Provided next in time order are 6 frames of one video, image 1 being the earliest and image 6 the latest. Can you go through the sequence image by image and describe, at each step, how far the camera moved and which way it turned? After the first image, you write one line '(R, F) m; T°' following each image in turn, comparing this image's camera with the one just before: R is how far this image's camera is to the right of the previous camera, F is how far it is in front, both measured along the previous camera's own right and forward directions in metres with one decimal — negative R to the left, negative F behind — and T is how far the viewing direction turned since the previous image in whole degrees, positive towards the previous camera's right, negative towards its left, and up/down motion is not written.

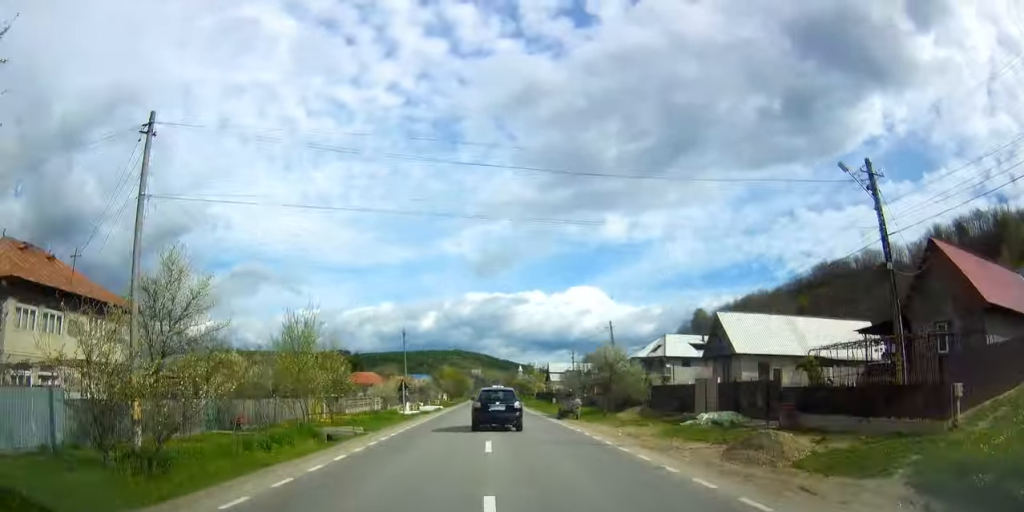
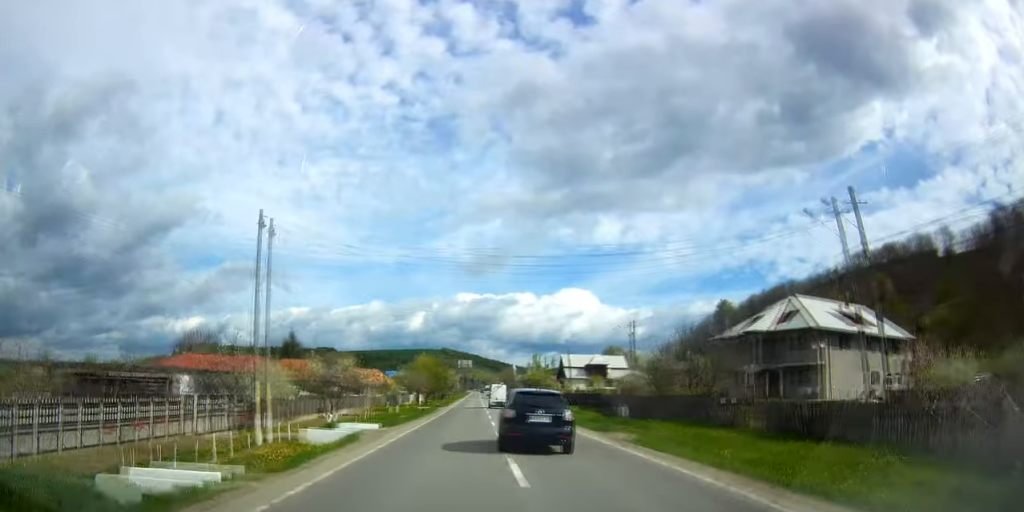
(+0.2, +38.9) m; +2°
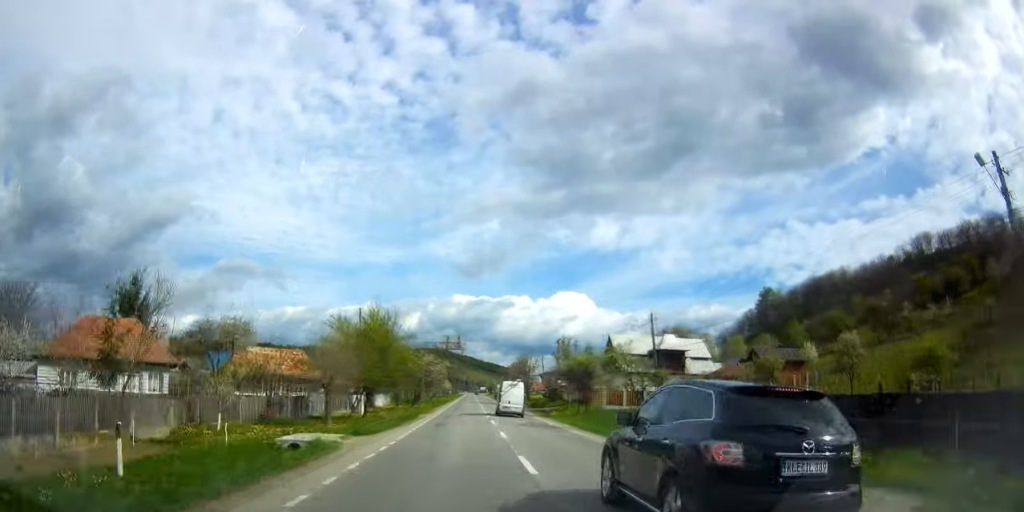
(0.0, +38.0) m; -2°
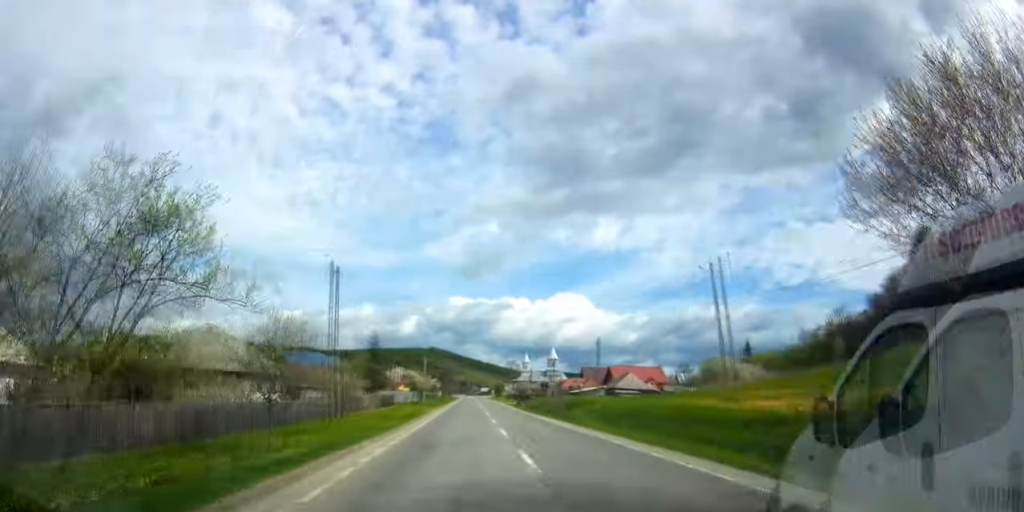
(+0.6, +89.2) m; +2°
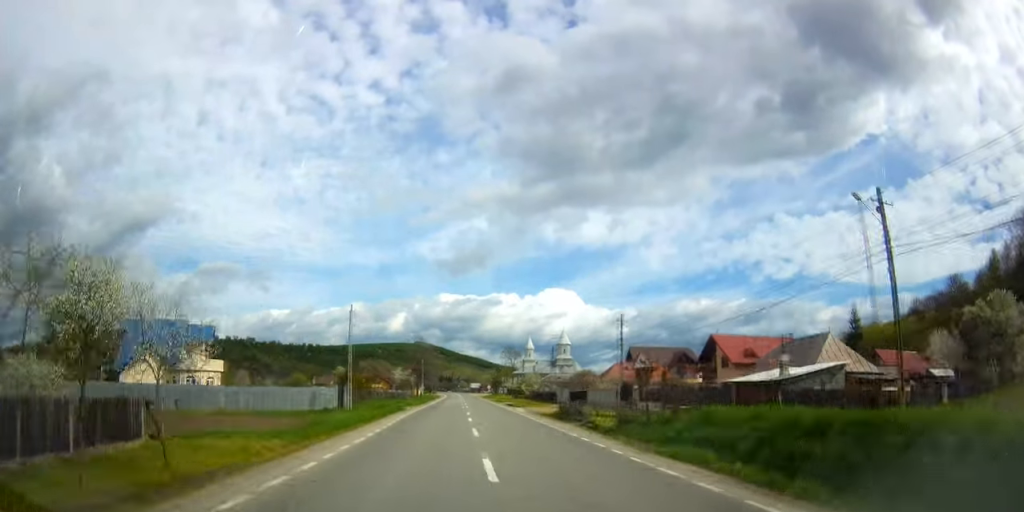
(+0.6, +56.8) m; +1°
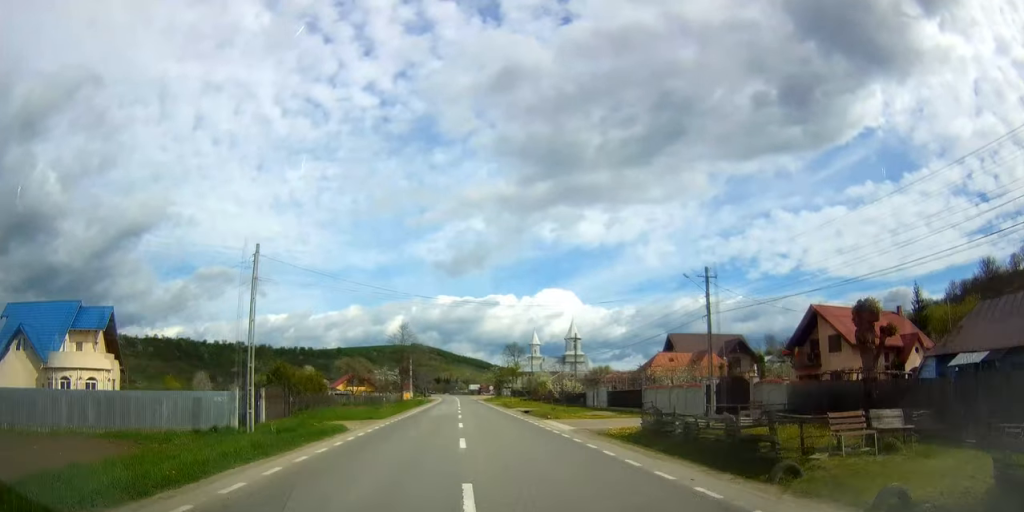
(0.0, +22.1) m; 0°
